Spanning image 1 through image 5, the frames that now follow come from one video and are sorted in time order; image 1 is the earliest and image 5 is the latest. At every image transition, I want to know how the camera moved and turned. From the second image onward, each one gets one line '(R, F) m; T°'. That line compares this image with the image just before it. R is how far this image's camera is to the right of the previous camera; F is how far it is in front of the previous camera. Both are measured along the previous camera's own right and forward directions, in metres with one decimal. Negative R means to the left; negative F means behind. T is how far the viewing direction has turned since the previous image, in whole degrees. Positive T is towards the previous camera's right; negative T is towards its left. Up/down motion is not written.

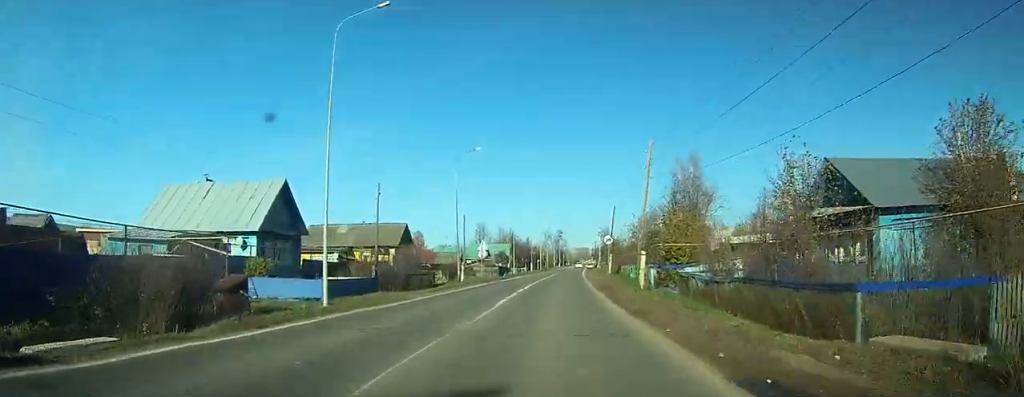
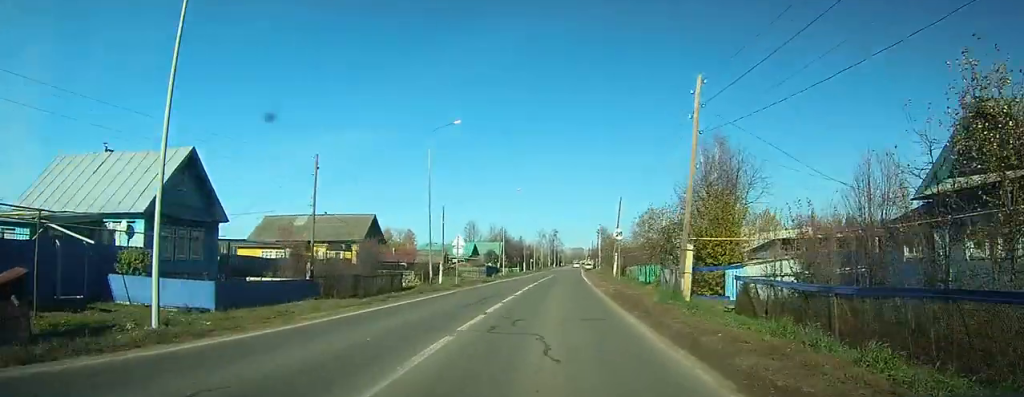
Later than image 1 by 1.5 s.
(+0.1, +12.6) m; 0°
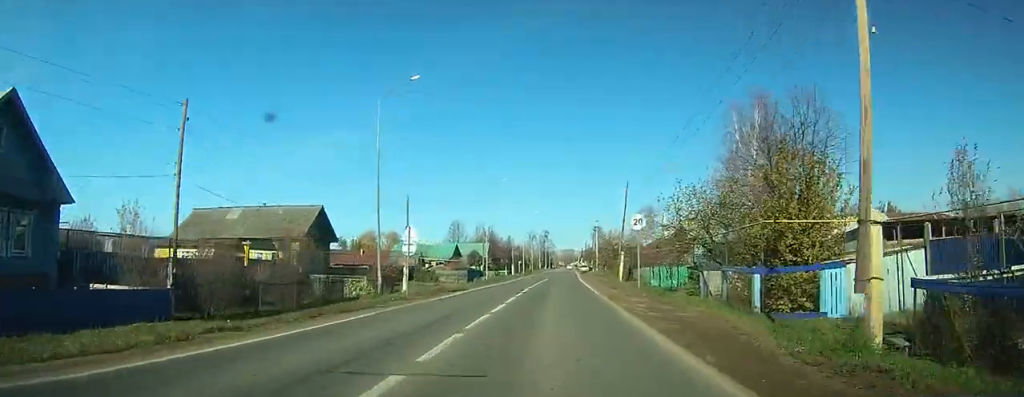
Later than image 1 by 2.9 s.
(0.0, +12.0) m; 0°
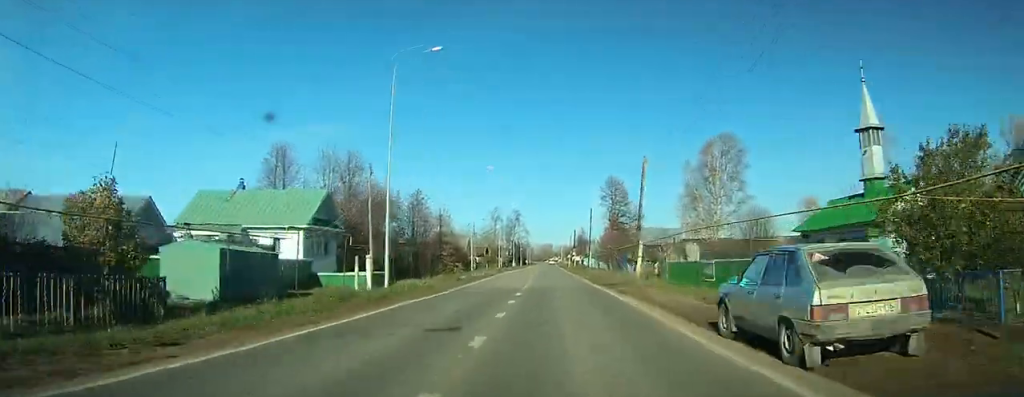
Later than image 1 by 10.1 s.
(+0.7, +83.3) m; +2°
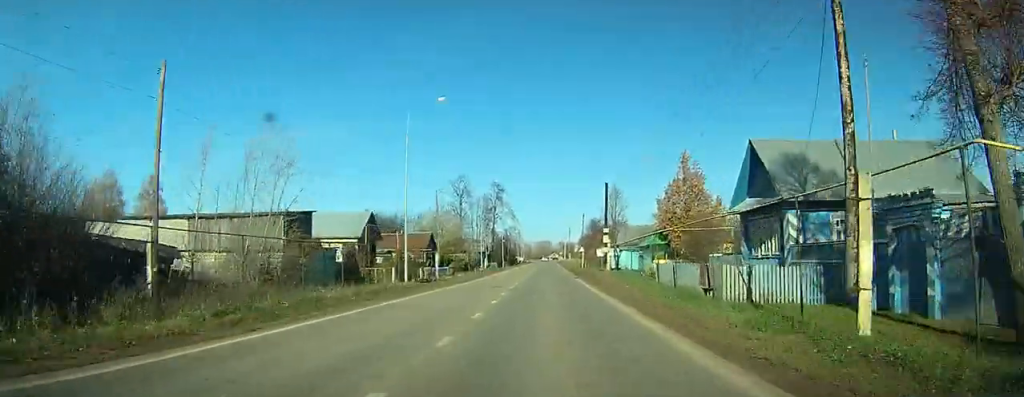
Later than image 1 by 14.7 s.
(+0.7, +71.4) m; 0°
